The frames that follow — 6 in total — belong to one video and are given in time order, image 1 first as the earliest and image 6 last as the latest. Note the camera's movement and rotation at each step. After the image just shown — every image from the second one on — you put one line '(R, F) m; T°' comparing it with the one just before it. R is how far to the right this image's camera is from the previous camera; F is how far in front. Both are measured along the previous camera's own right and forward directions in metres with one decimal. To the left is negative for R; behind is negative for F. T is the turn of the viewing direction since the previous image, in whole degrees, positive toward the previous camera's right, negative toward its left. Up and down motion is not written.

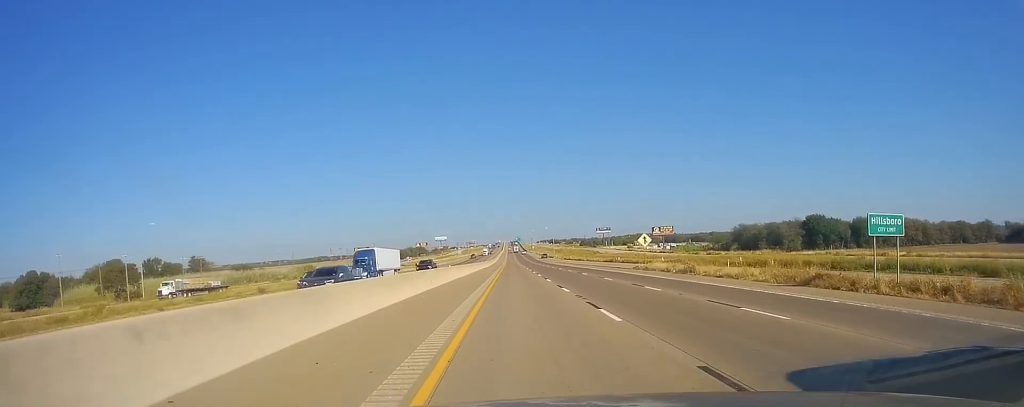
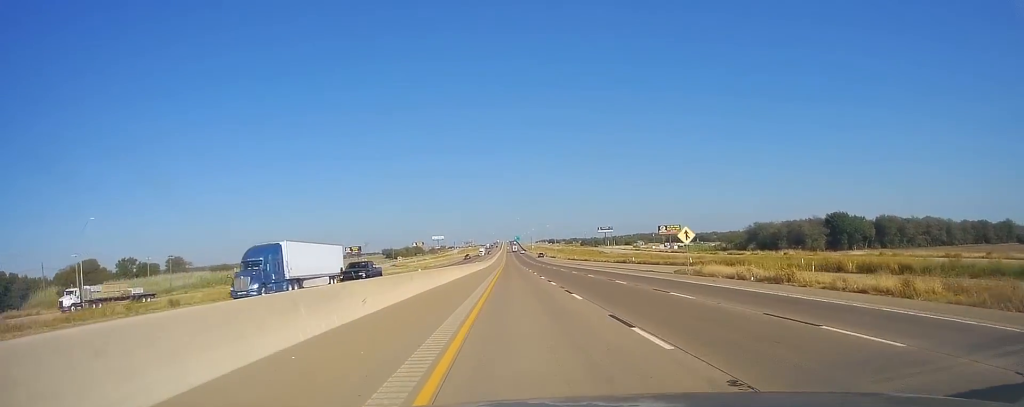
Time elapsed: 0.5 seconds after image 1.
(-0.3, +16.6) m; -1°
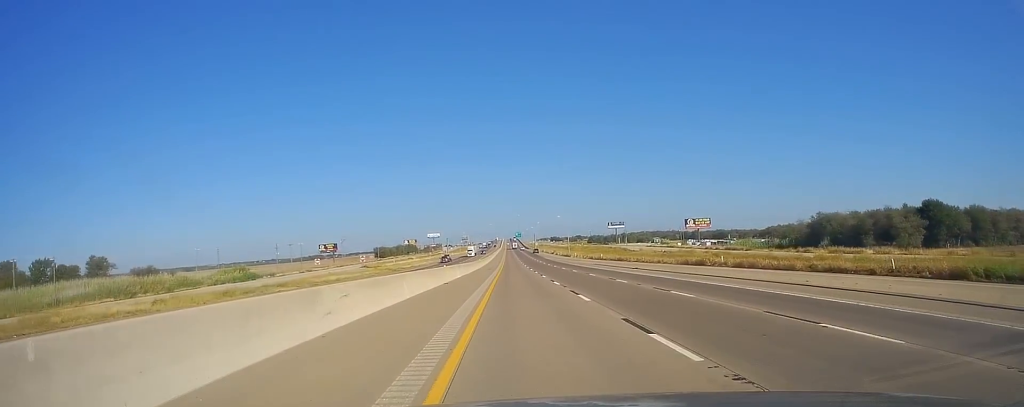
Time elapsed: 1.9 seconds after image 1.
(-0.2, +48.2) m; 0°
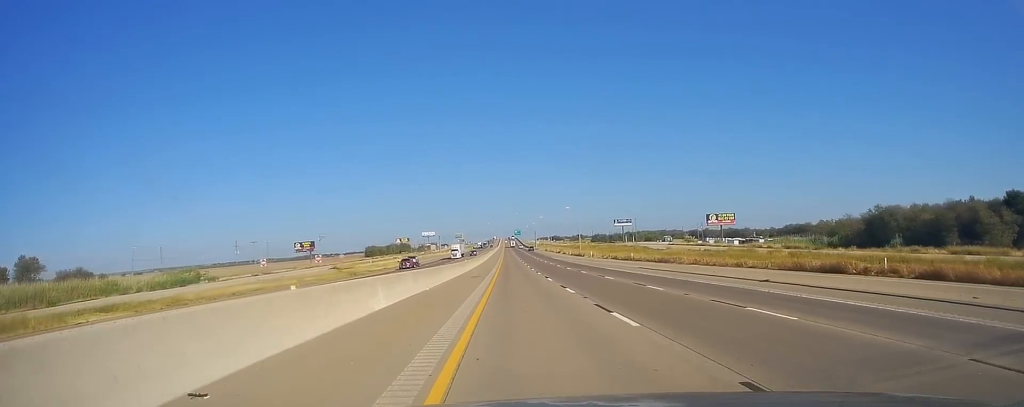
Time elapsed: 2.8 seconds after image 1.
(0.0, +32.2) m; 0°
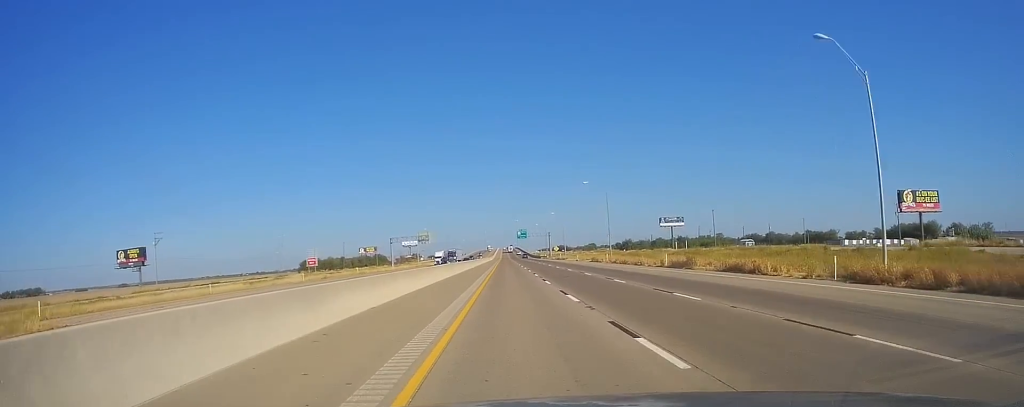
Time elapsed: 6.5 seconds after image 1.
(+0.6, +128.0) m; +1°
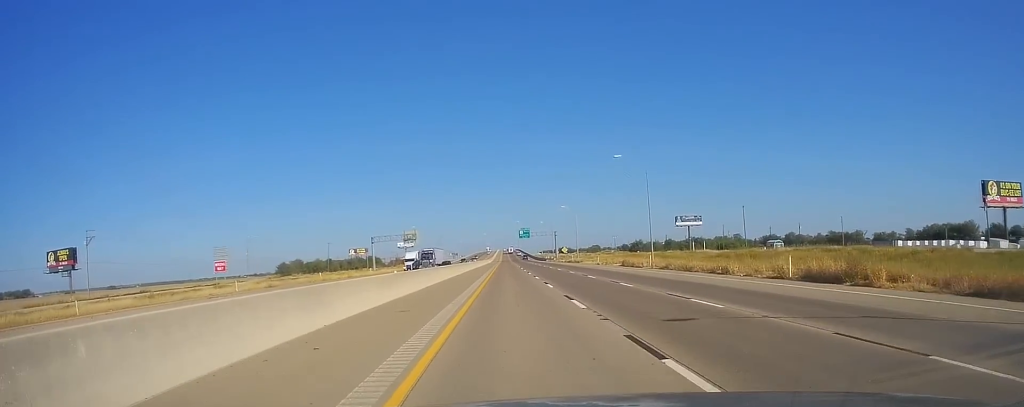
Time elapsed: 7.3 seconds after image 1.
(-0.5, +27.0) m; -1°
